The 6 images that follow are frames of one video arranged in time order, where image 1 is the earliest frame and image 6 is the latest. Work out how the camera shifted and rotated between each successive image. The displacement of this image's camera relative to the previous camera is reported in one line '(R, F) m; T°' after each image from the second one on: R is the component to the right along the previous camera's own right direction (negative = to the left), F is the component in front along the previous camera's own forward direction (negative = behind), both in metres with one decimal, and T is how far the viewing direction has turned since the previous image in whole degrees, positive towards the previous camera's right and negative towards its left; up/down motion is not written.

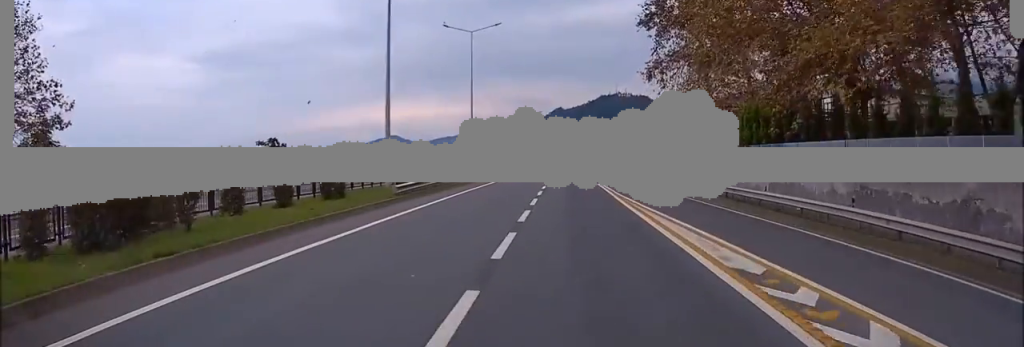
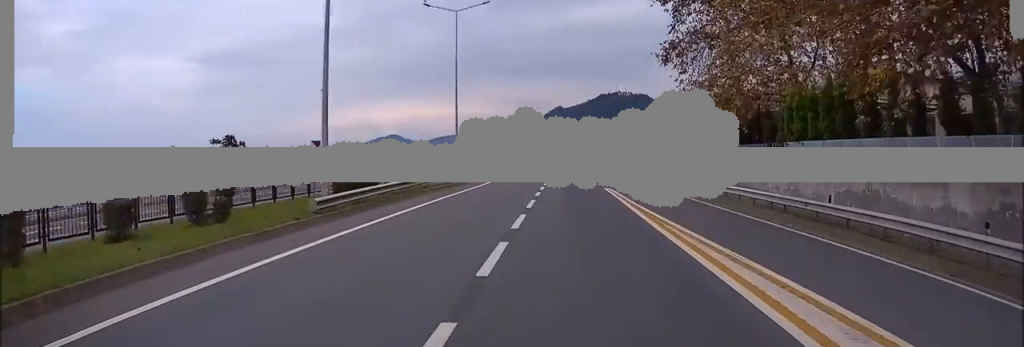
(0.0, +7.9) m; 0°
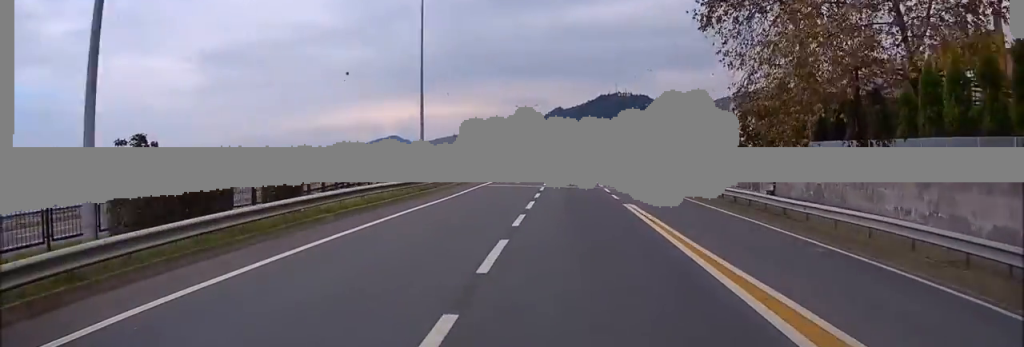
(0.0, +11.6) m; 0°
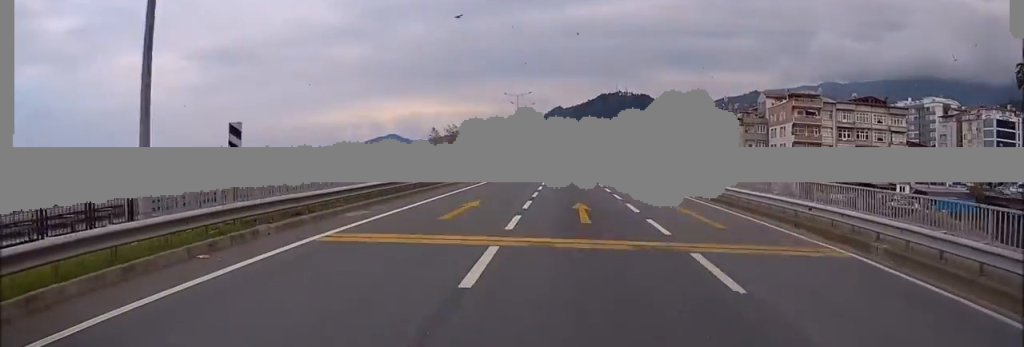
(0.0, +25.6) m; 0°
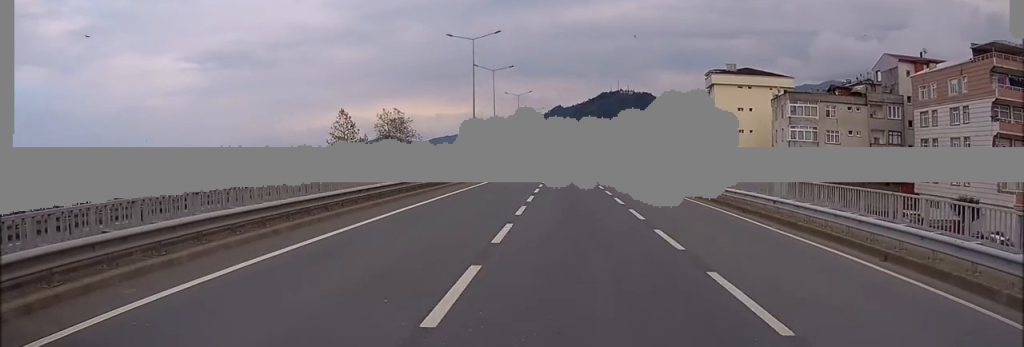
(-0.2, +54.0) m; -1°
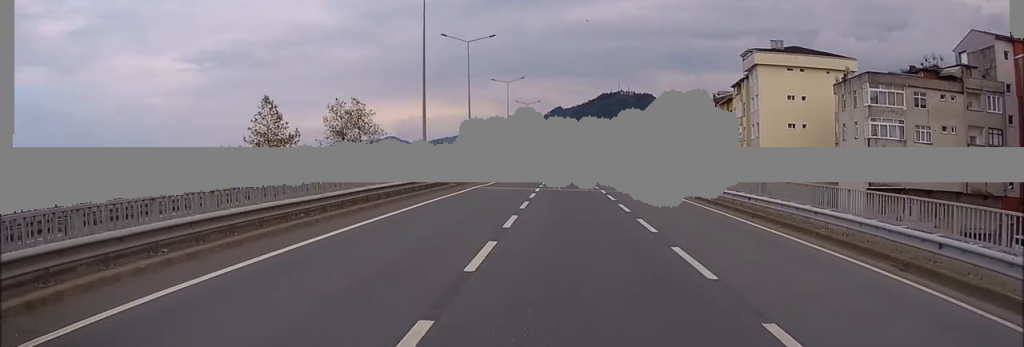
(-0.1, +21.6) m; 0°
